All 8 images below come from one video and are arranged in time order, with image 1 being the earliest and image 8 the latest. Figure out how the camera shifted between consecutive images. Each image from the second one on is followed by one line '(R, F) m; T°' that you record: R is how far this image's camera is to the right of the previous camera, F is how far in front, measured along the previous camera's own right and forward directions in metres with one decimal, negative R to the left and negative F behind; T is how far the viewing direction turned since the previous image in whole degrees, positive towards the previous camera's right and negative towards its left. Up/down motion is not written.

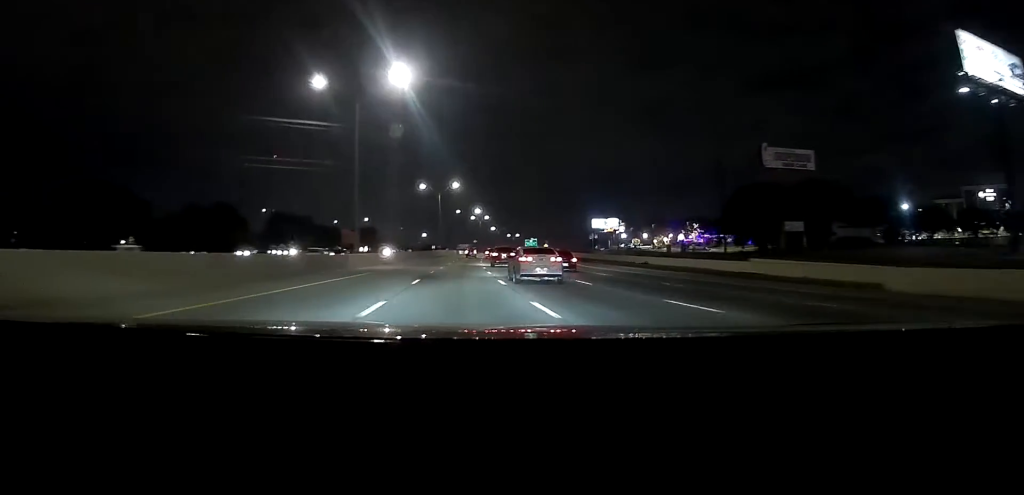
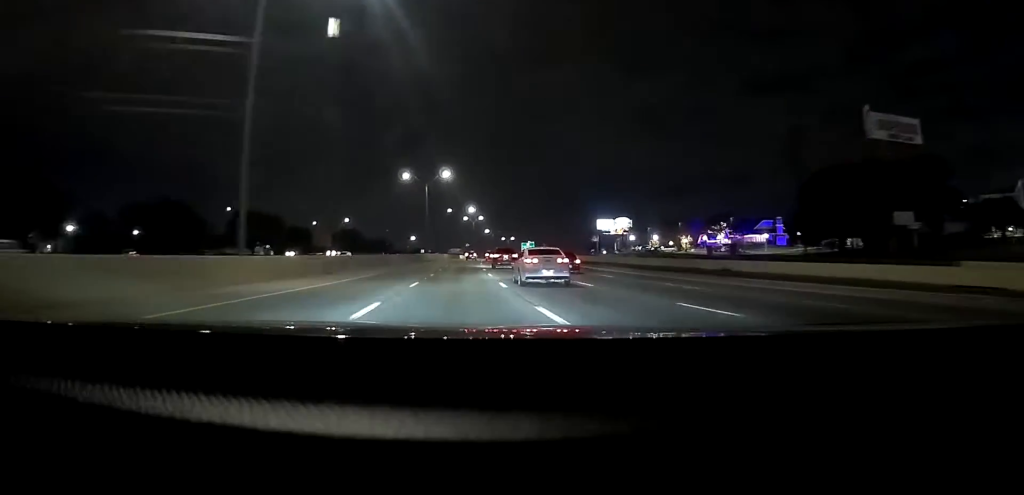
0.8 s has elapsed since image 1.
(+0.1, +25.0) m; +1°
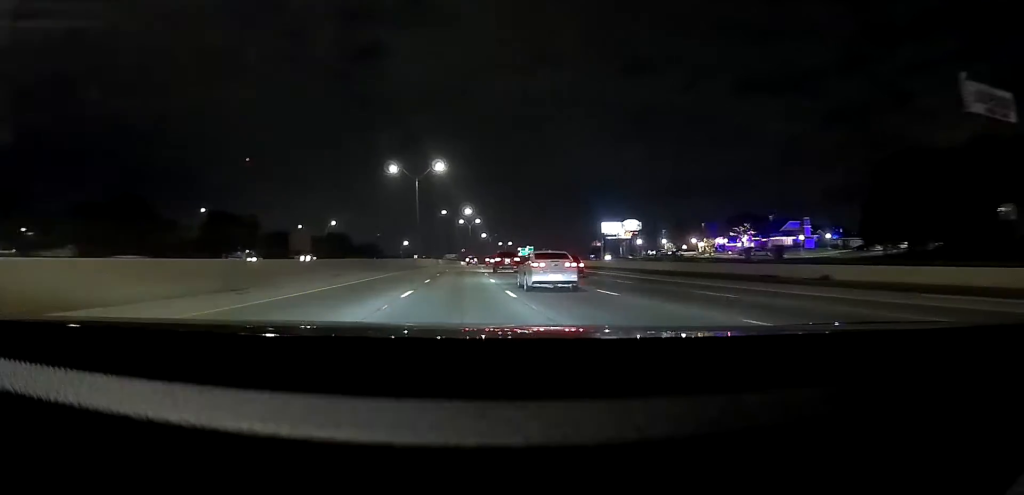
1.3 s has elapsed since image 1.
(0.0, +15.5) m; +1°
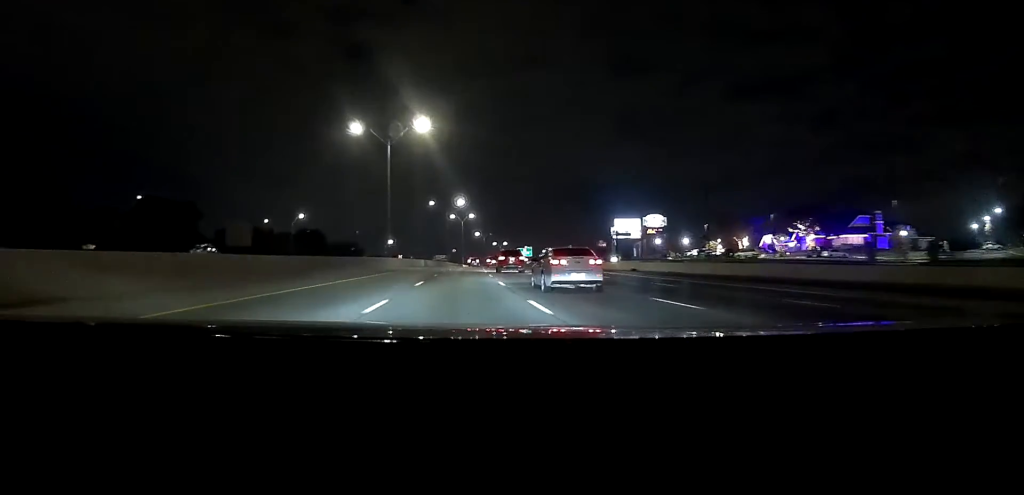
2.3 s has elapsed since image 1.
(+0.5, +29.8) m; +1°
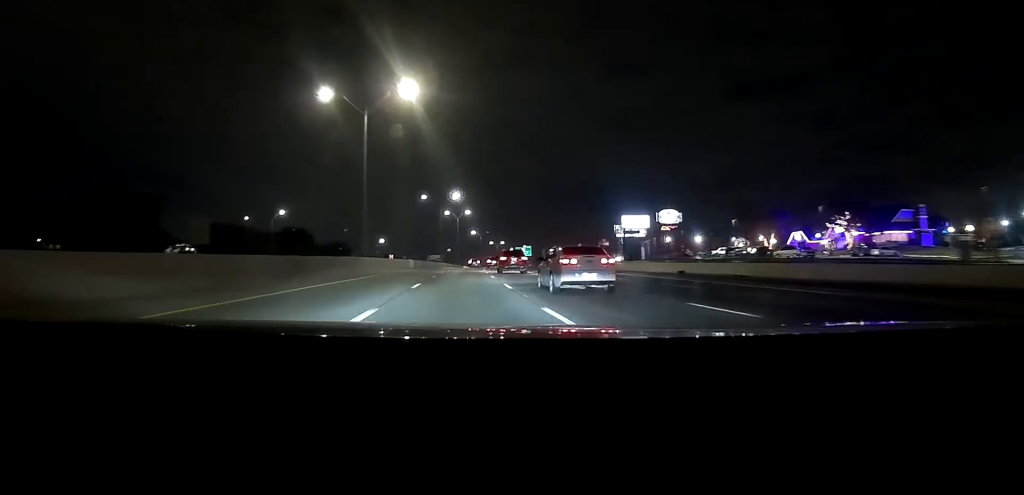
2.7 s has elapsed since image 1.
(-0.1, +14.2) m; 0°
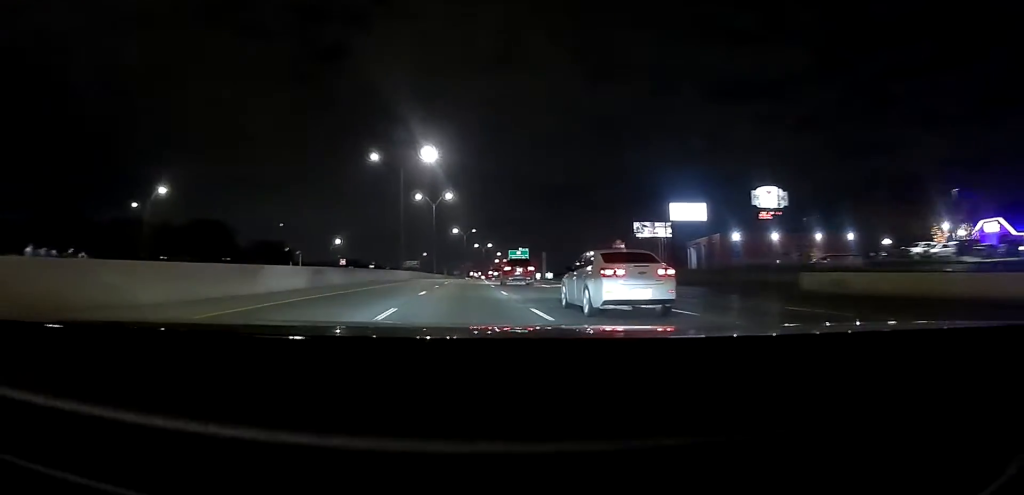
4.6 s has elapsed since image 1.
(+0.9, +56.6) m; +2°
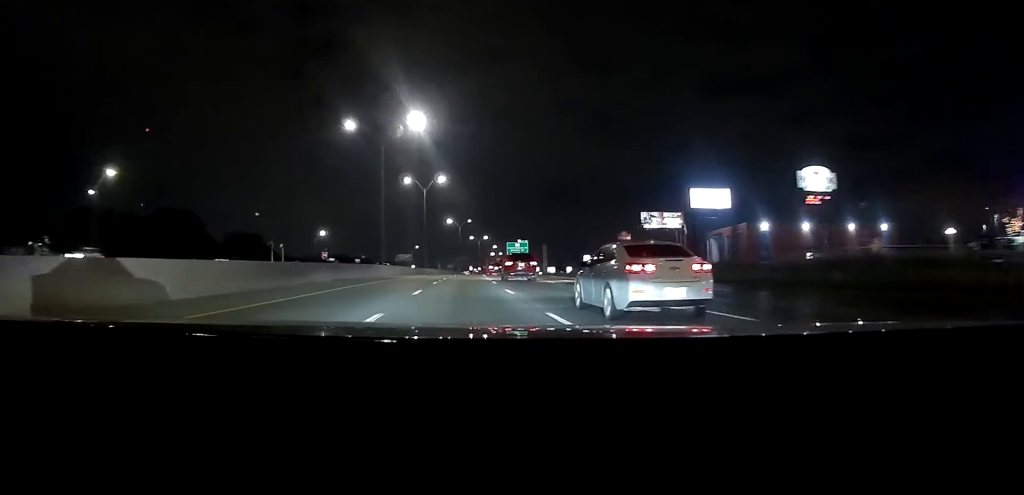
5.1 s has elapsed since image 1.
(-0.1, +14.2) m; +1°
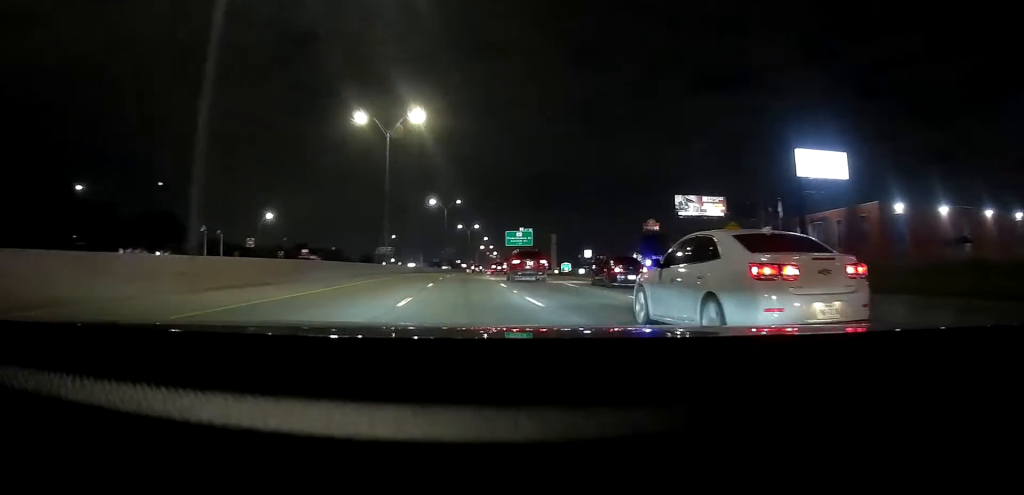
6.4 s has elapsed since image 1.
(+0.7, +41.9) m; +1°
